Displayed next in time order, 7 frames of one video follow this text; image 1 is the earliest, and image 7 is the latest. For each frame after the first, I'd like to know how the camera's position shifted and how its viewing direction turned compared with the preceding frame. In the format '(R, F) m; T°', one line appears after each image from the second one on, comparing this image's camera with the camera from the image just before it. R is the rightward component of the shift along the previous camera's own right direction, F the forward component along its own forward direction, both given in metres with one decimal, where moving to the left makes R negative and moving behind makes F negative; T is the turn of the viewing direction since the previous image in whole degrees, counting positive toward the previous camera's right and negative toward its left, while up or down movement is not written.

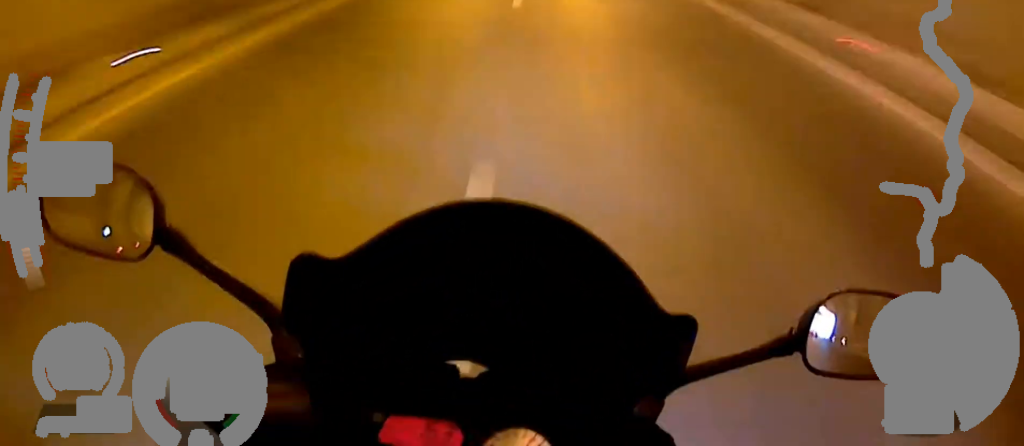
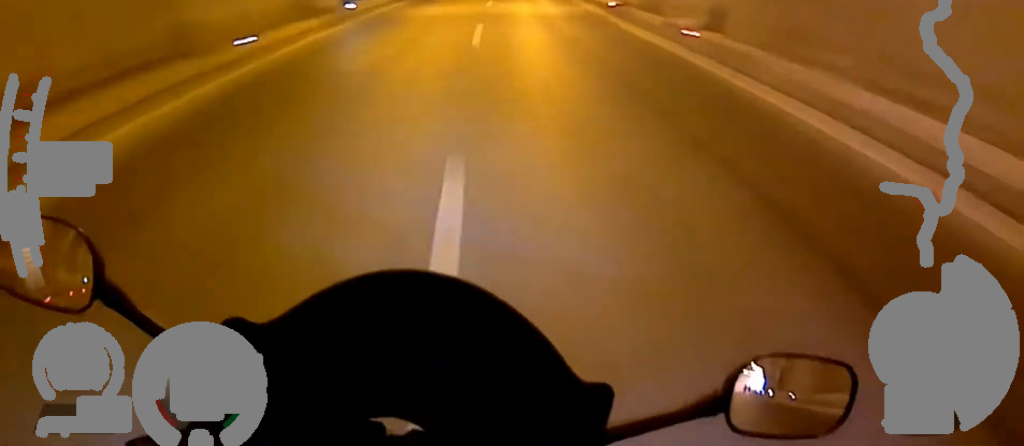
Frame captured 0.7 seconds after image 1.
(+0.8, +19.8) m; 0°
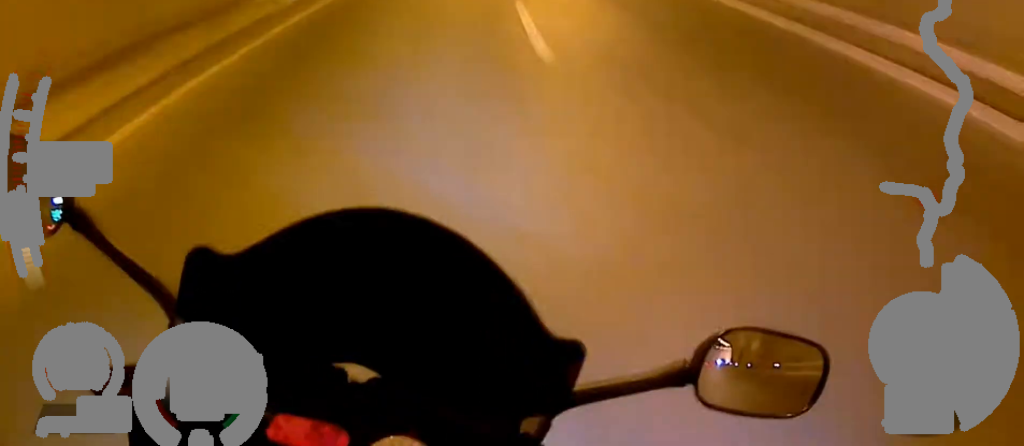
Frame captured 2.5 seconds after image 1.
(-2.0, +54.6) m; -2°
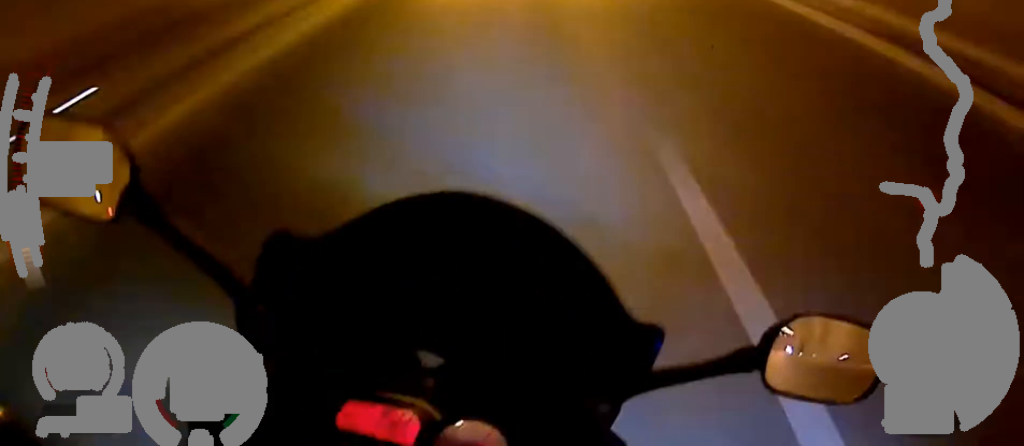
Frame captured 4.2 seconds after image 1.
(+1.3, +47.3) m; +2°
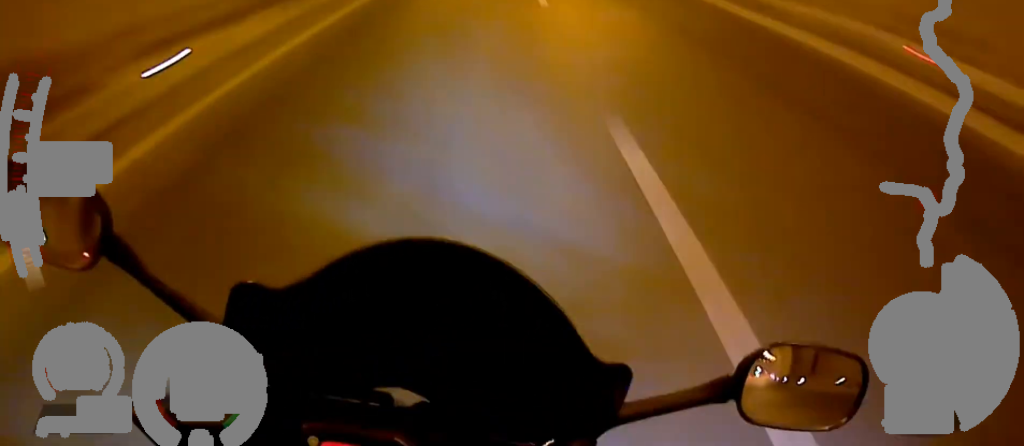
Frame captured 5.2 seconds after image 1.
(-0.3, +29.3) m; -1°
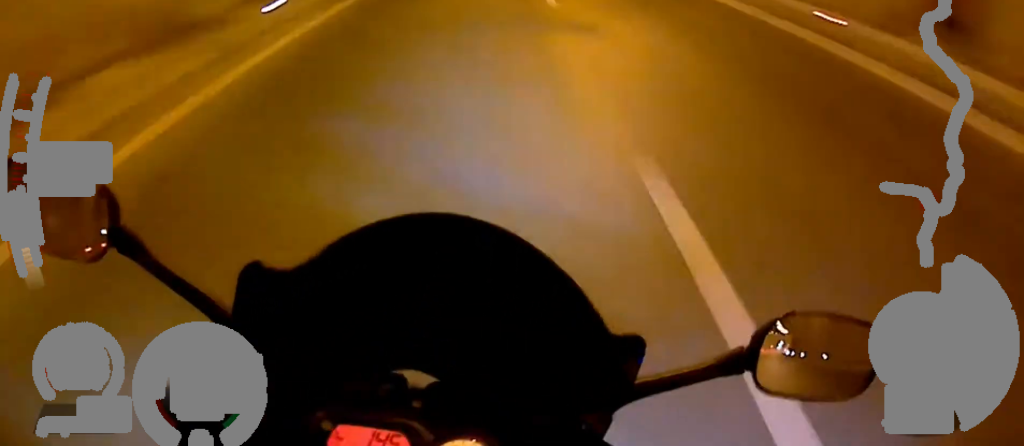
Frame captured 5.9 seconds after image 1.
(-0.4, +21.7) m; -1°
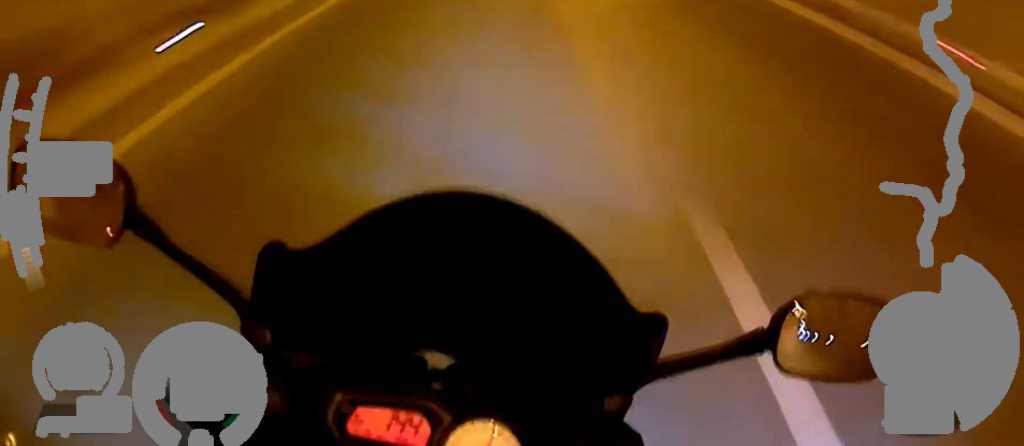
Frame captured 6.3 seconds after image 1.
(+0.1, +11.9) m; 0°
